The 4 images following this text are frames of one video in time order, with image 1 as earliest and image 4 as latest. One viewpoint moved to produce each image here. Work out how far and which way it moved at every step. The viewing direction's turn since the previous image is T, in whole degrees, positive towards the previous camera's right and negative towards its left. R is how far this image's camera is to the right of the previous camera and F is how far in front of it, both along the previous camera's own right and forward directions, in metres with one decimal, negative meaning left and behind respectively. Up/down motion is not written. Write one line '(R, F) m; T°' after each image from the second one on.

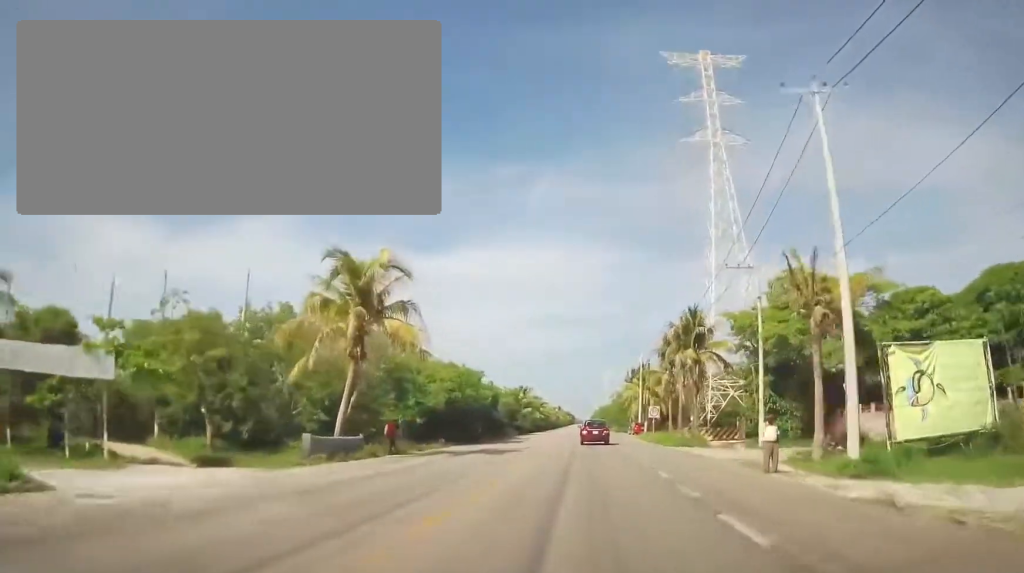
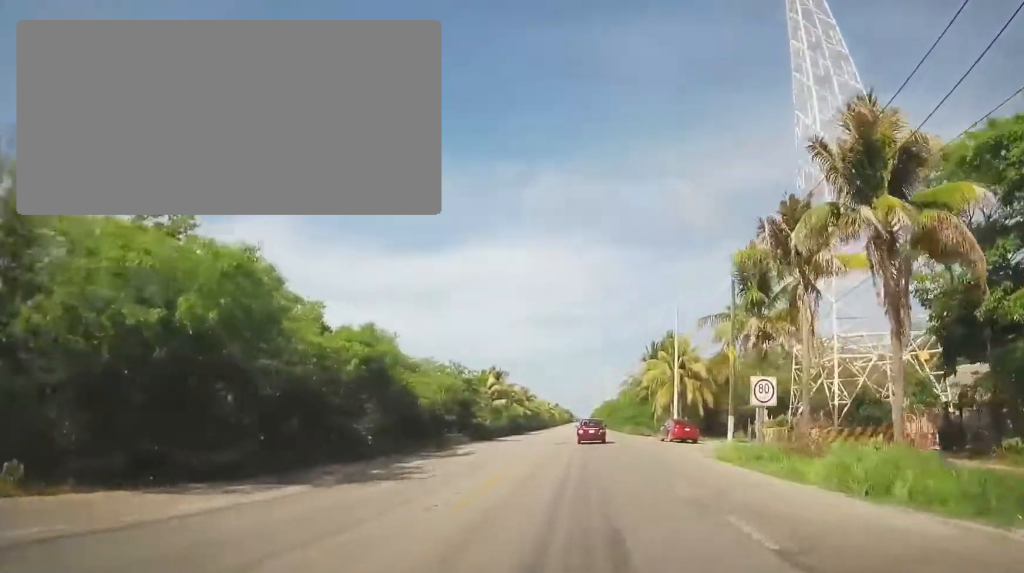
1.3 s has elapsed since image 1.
(+0.4, +29.5) m; +2°
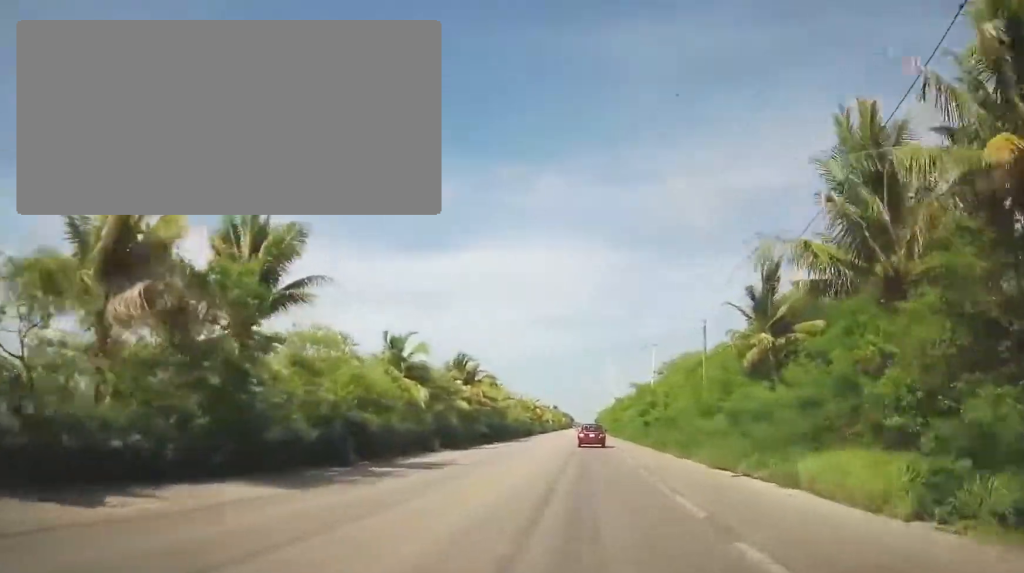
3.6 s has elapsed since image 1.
(-0.1, +51.2) m; -1°
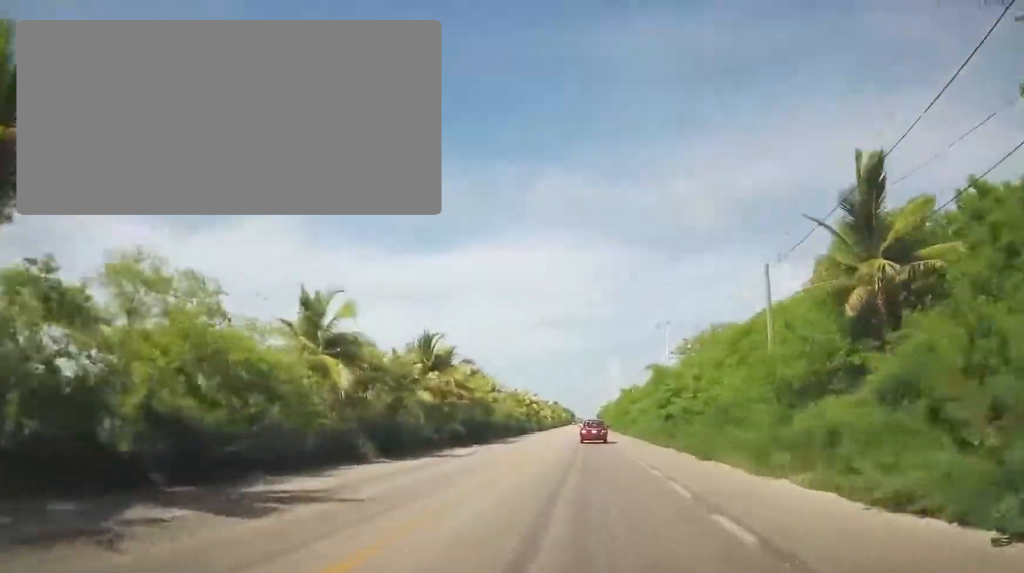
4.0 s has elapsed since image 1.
(+0.1, +10.6) m; -1°
